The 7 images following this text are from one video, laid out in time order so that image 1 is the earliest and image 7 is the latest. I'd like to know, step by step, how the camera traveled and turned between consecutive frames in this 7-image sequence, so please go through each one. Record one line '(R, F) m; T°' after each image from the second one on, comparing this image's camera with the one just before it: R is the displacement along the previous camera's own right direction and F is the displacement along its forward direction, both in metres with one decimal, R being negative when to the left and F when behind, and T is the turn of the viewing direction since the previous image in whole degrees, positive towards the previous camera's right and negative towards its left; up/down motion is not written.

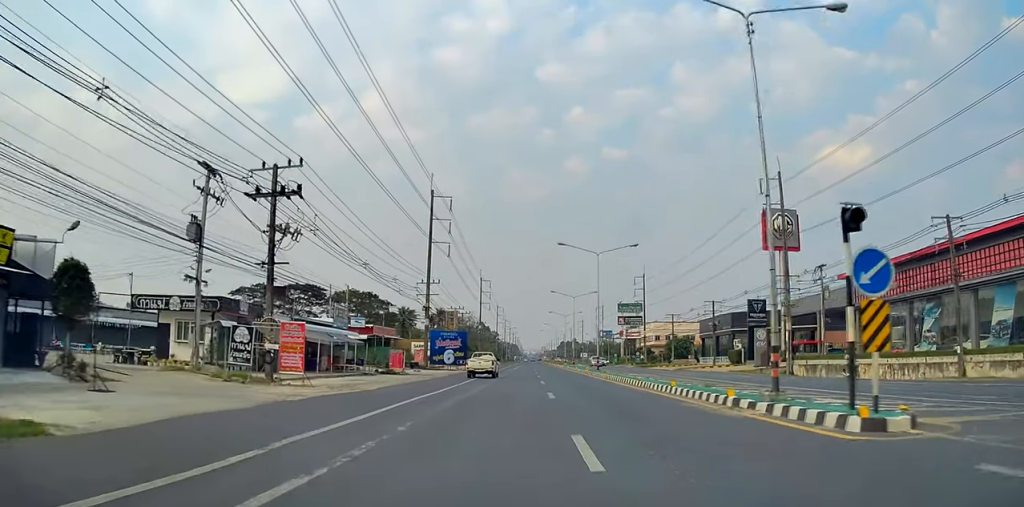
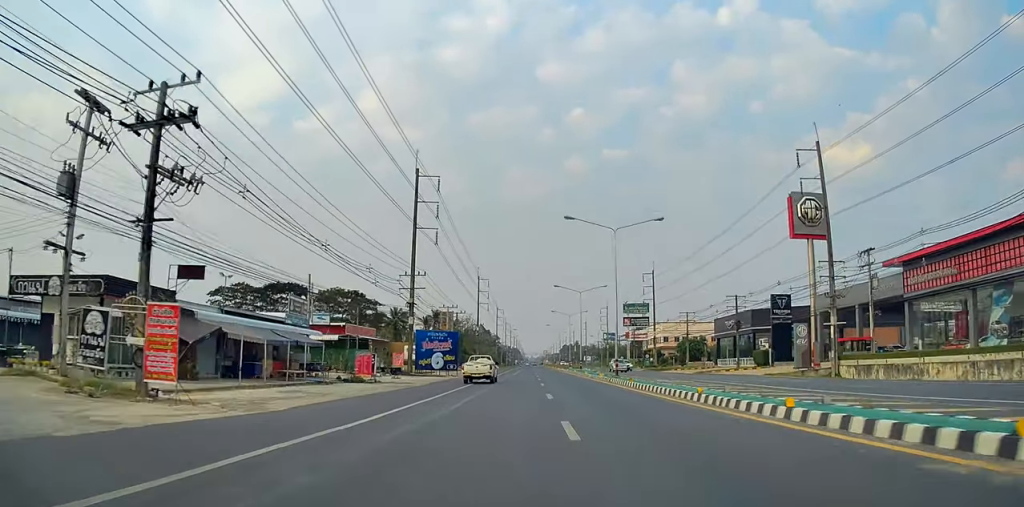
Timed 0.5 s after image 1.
(0.0, +9.6) m; 0°
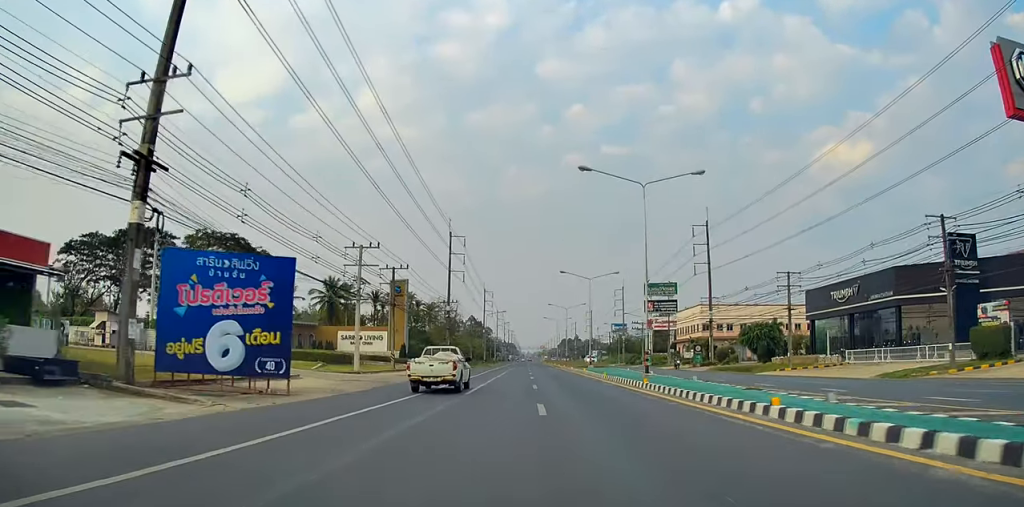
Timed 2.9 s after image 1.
(-0.6, +42.8) m; 0°
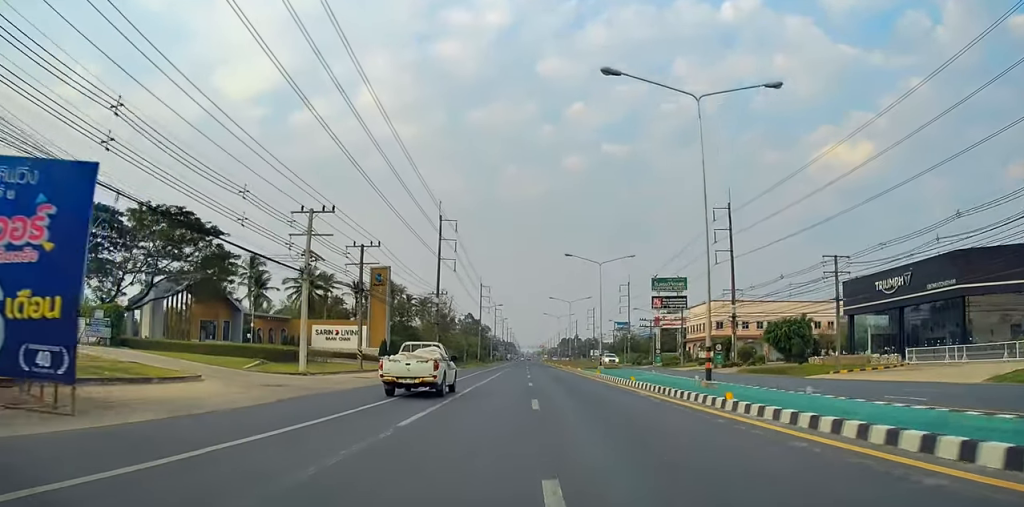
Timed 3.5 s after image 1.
(+0.1, +10.0) m; 0°
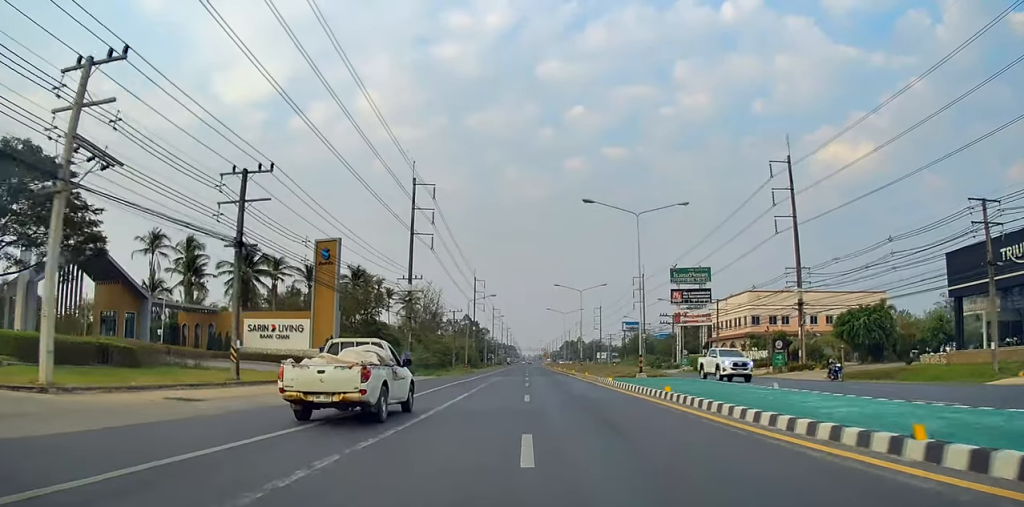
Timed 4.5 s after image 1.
(+0.2, +19.7) m; -1°
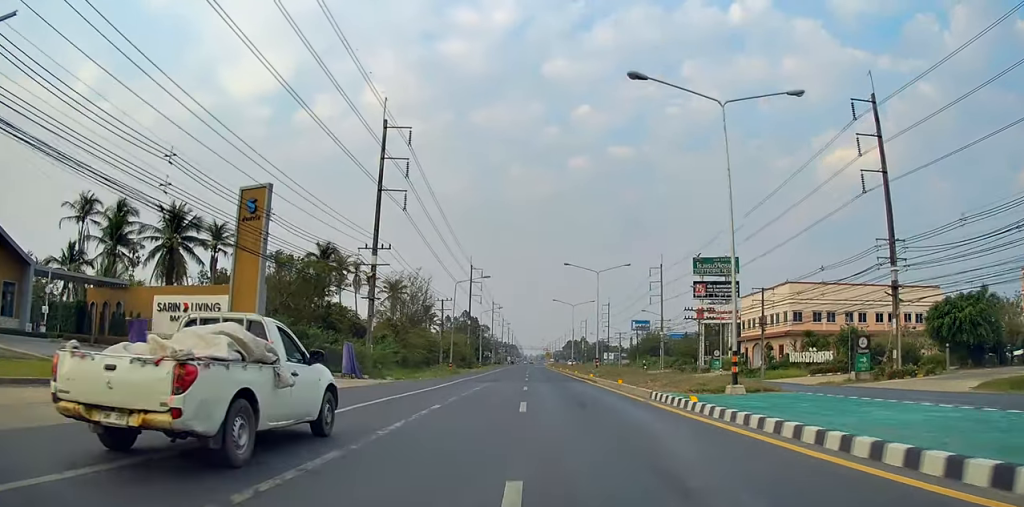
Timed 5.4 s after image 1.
(-0.3, +15.7) m; -1°
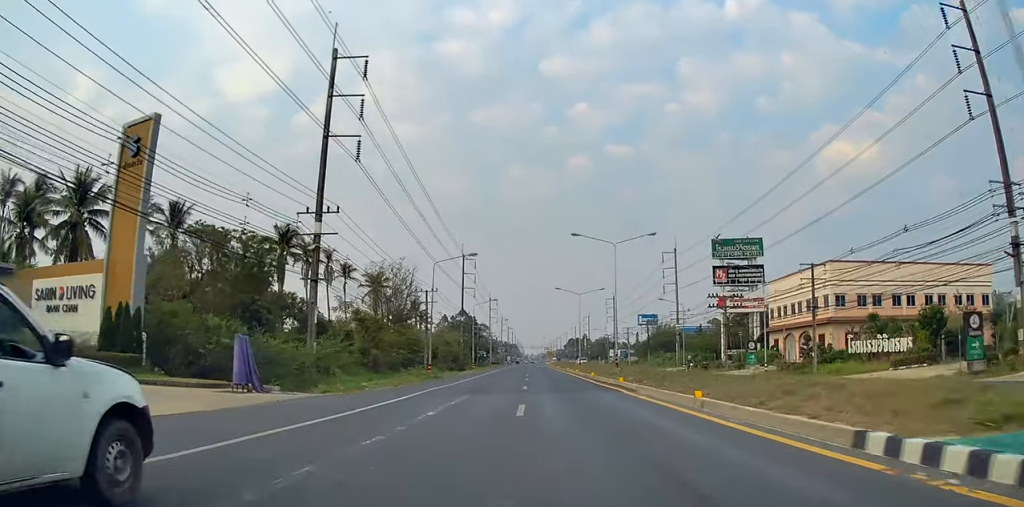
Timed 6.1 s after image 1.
(0.0, +12.4) m; +1°
